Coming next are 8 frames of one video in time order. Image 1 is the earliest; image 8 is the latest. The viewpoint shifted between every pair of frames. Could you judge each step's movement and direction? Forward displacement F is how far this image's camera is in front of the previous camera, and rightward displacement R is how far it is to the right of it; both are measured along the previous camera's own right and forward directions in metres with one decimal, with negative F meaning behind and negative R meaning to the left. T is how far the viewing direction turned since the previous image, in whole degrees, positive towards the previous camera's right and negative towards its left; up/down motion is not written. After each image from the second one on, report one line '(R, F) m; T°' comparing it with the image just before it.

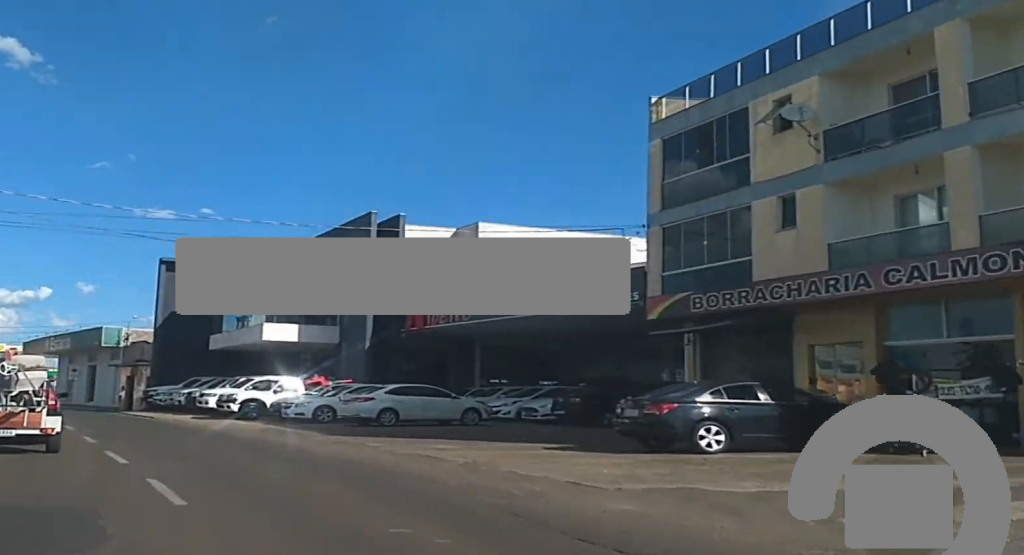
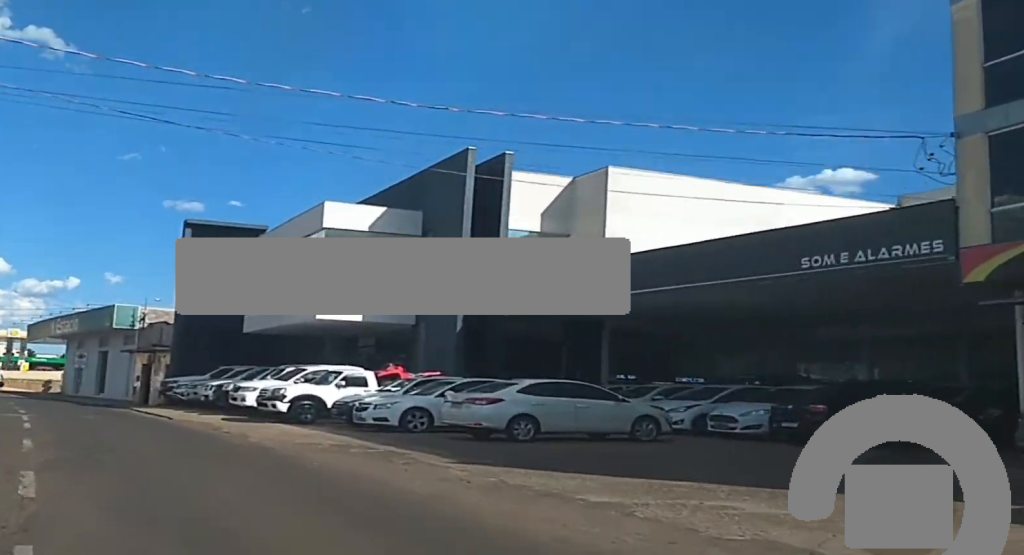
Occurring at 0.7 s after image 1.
(0.0, +10.3) m; -1°
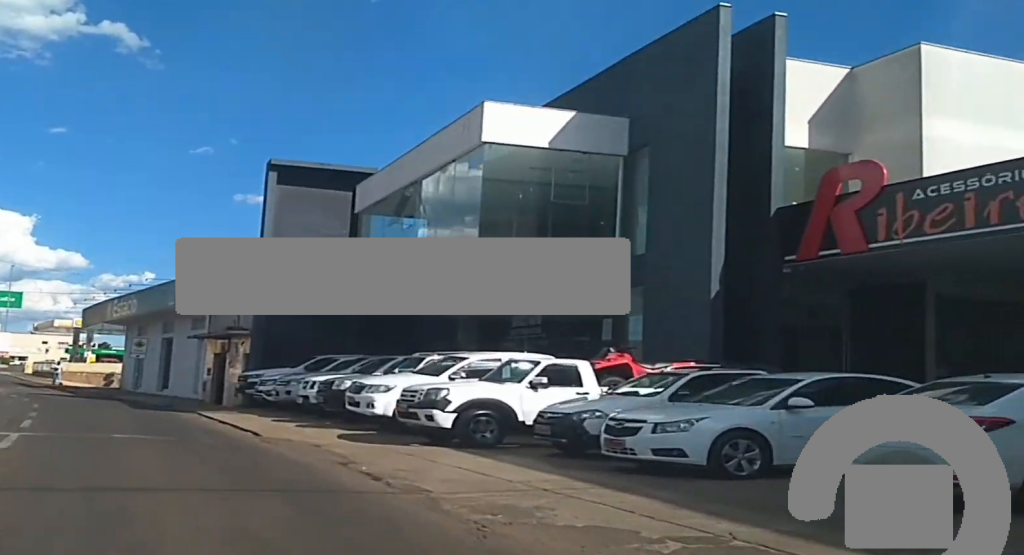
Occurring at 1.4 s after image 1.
(-0.3, +11.2) m; -1°
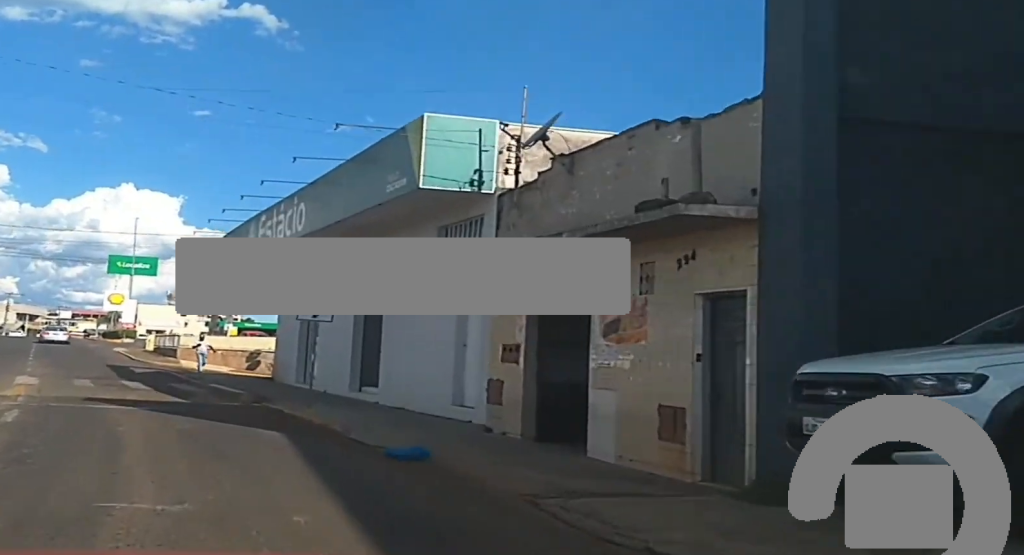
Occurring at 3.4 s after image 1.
(-1.6, +23.8) m; -8°
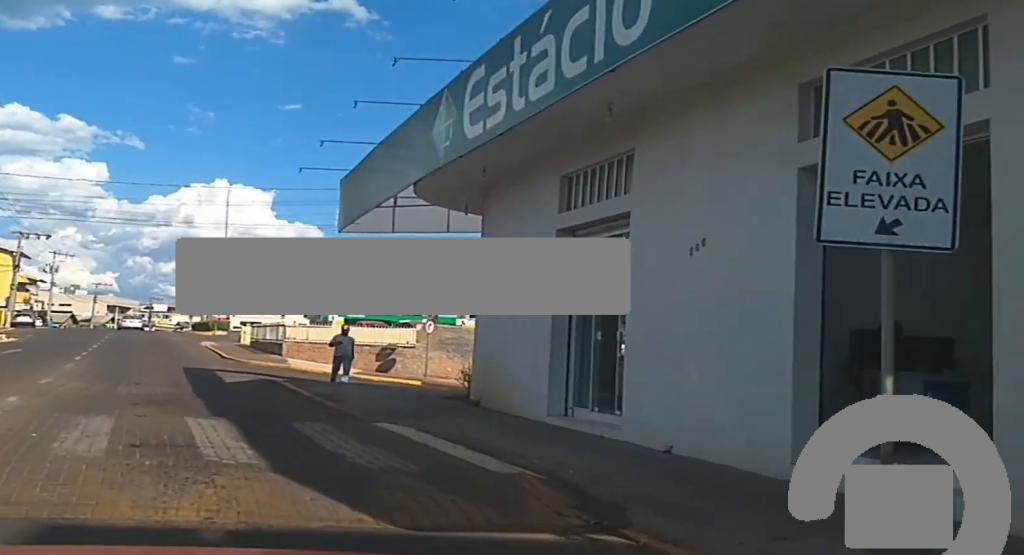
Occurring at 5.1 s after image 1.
(-0.1, +13.6) m; -2°
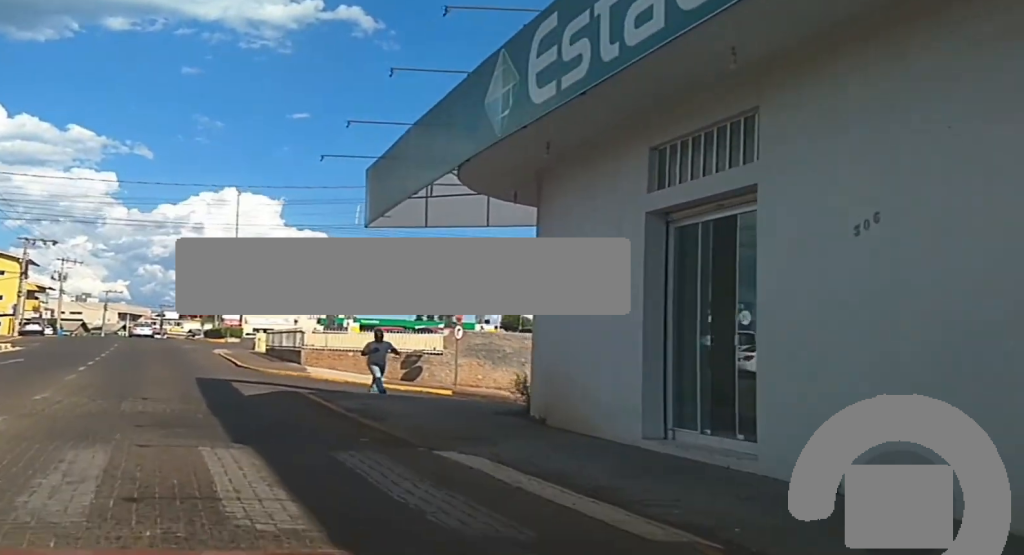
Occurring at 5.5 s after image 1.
(-0.1, +2.7) m; -1°
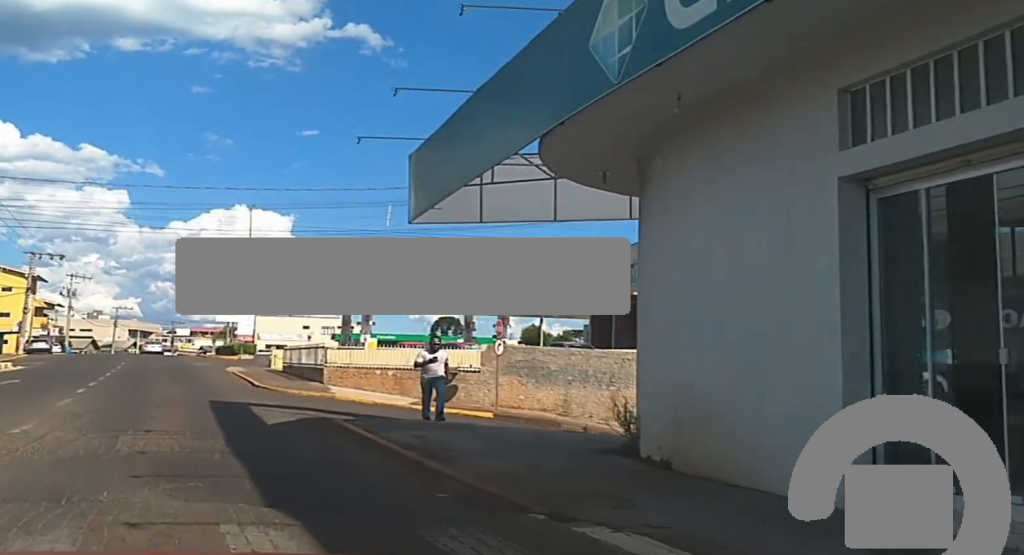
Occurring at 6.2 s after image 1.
(0.0, +3.7) m; -1°
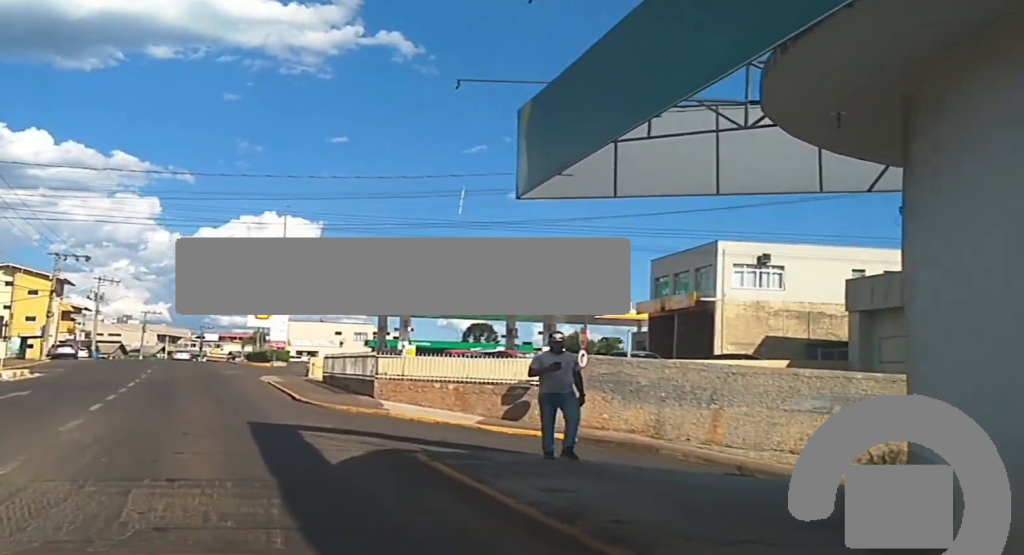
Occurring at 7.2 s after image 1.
(0.0, +4.9) m; -1°
